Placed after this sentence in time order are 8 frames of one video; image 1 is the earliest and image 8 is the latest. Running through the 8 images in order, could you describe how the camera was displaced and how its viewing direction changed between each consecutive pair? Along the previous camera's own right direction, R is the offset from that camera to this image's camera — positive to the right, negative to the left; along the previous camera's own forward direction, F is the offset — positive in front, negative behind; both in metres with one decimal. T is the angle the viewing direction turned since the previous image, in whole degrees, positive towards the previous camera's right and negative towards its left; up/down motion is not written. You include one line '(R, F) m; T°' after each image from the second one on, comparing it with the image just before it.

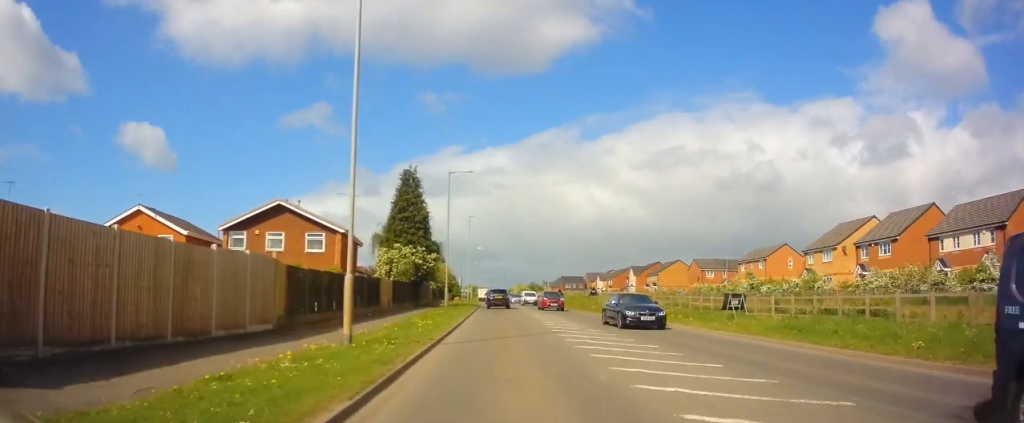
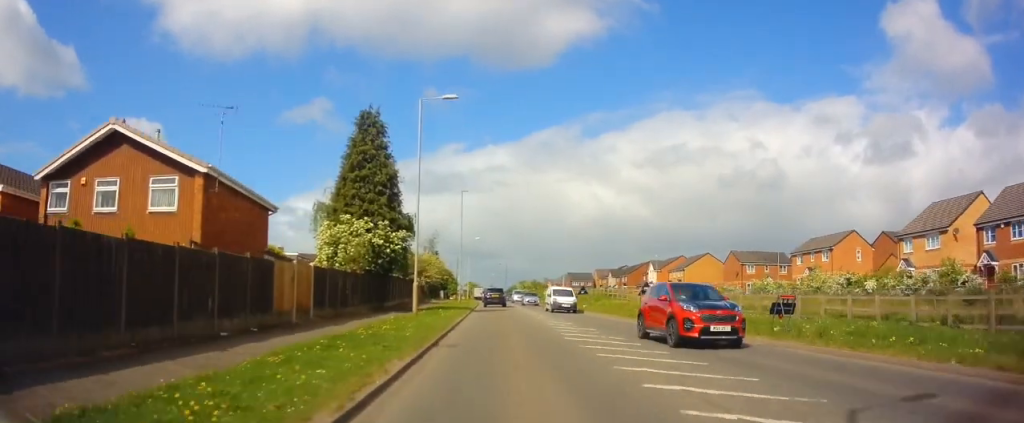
(+0.6, +15.7) m; +3°
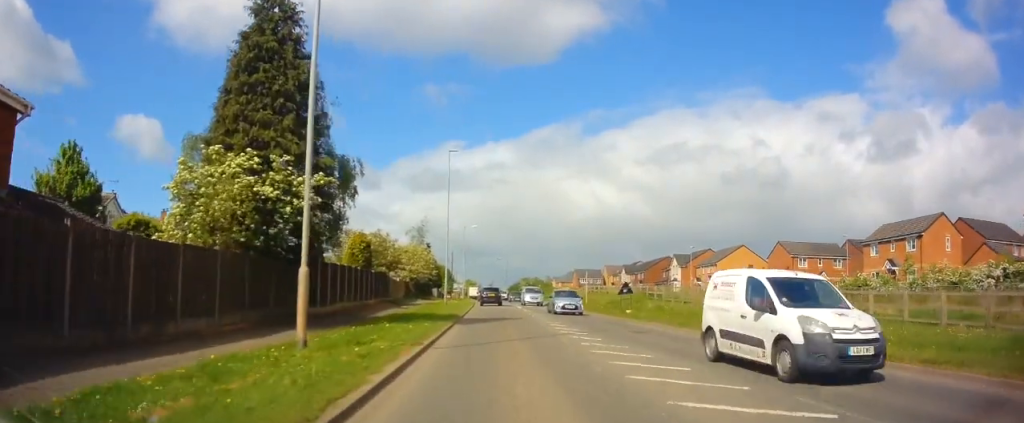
(-0.1, +14.5) m; 0°
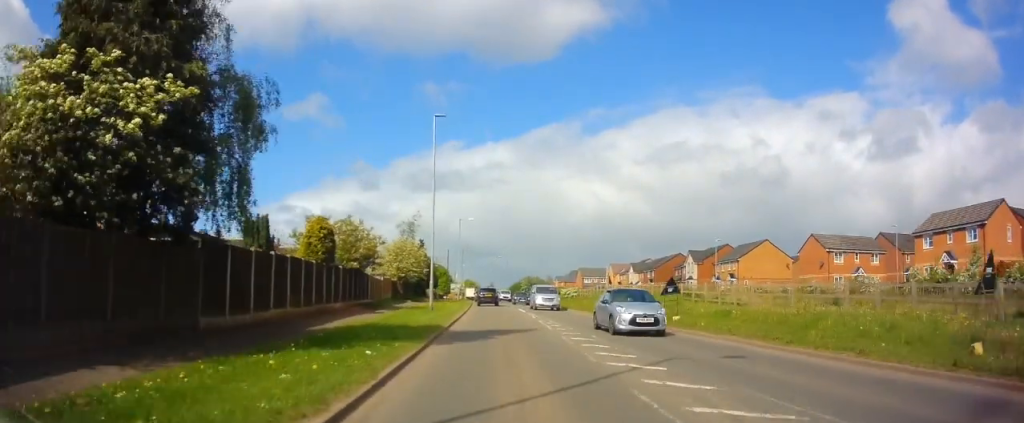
(+0.1, +8.0) m; 0°
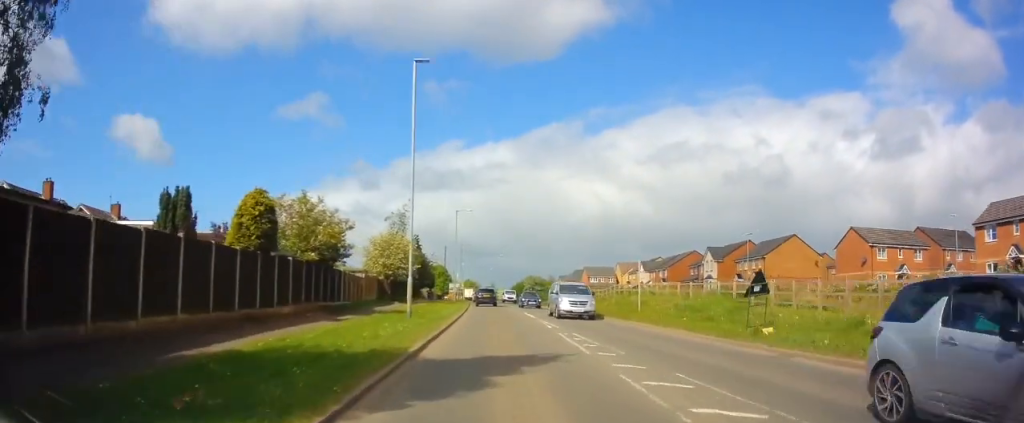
(+0.2, +7.7) m; 0°
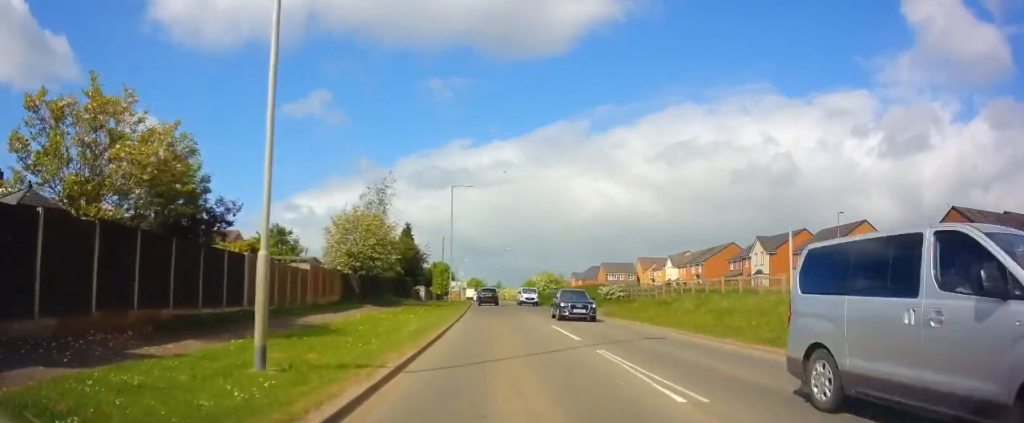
(-0.6, +14.1) m; -3°
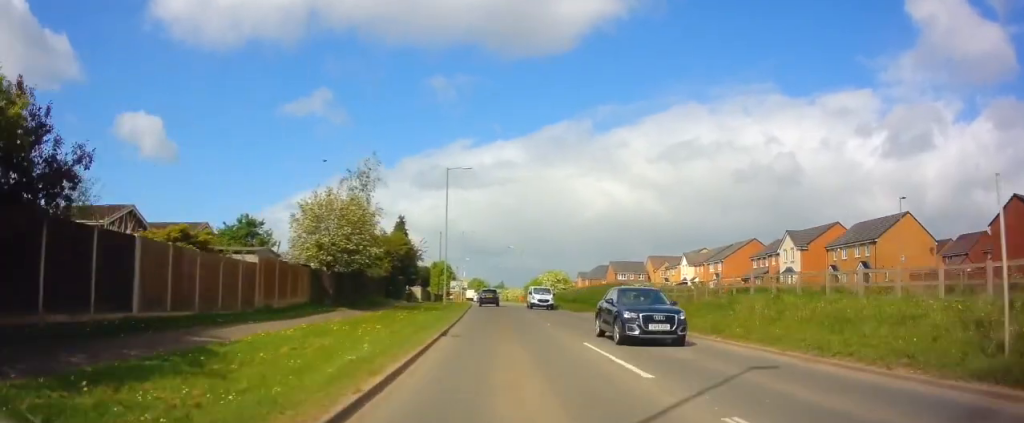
(-0.1, +6.8) m; 0°
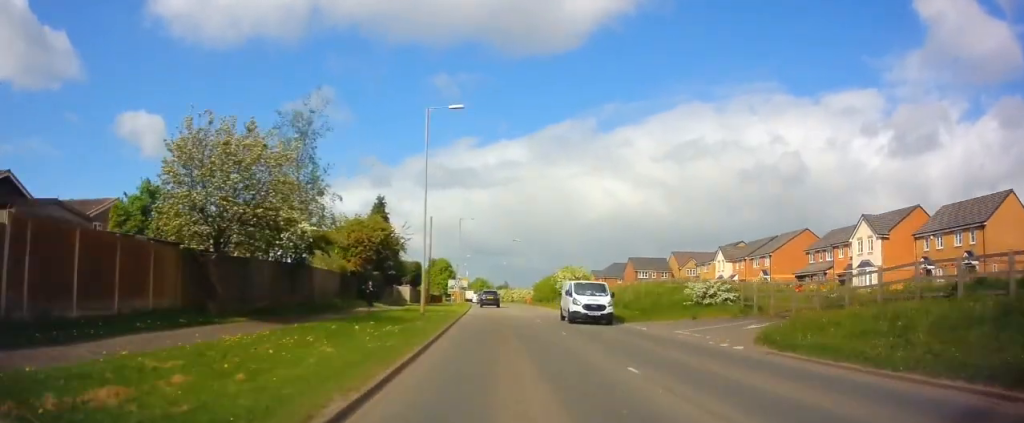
(+0.2, +13.6) m; +1°
